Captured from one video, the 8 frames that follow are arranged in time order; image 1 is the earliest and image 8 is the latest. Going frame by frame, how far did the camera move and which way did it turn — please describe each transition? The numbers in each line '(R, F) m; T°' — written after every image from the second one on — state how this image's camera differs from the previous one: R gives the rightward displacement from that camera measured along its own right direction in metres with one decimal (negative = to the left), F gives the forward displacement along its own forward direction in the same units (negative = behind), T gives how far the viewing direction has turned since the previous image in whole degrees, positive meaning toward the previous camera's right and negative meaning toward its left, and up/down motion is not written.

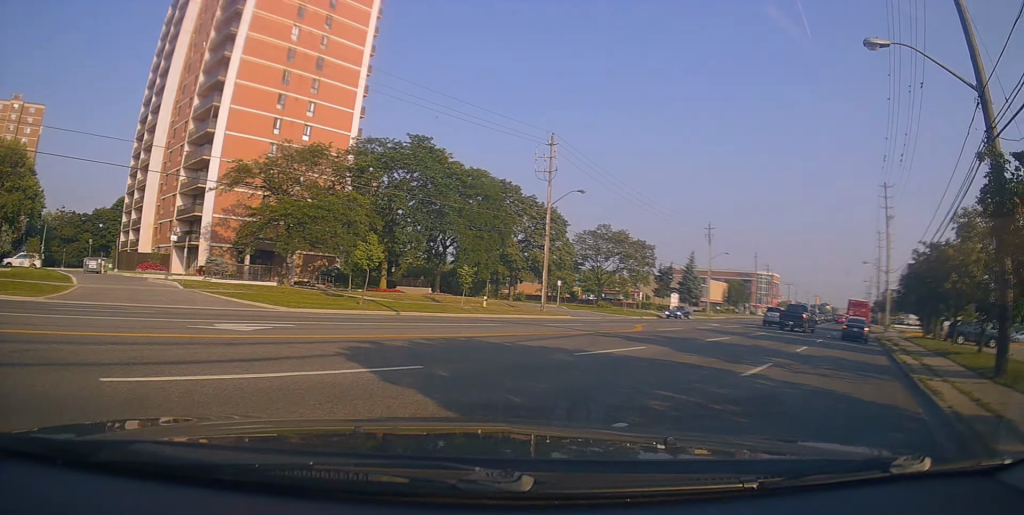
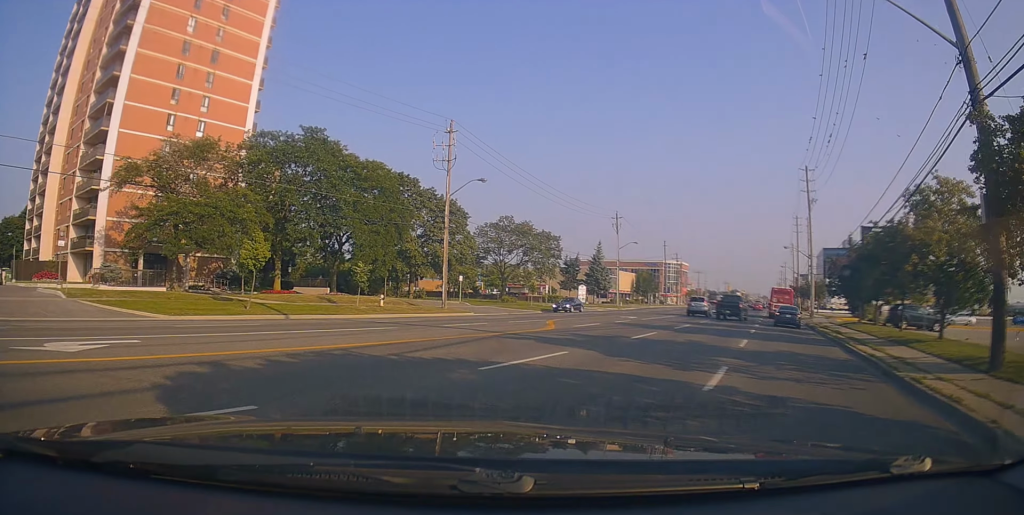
(+0.8, +3.0) m; +9°
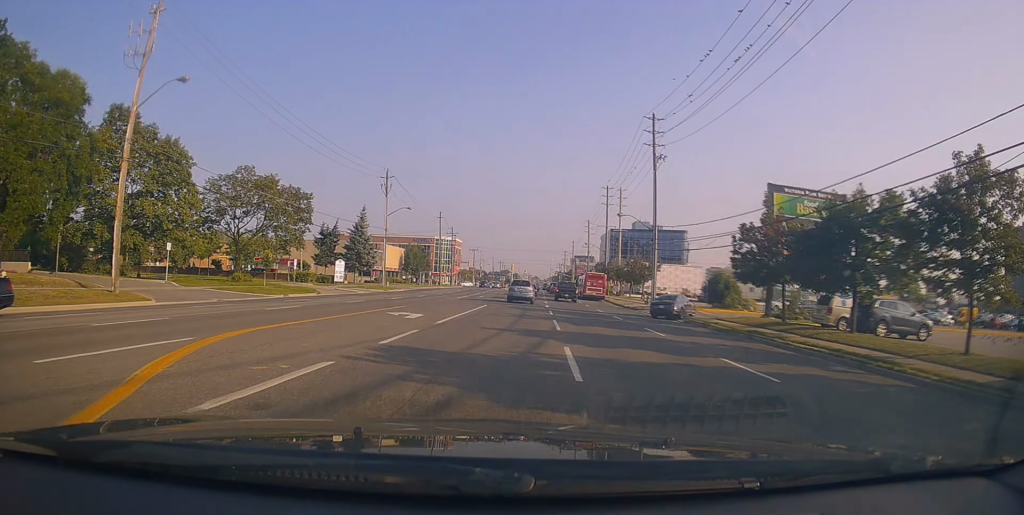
(+2.8, +18.0) m; +15°
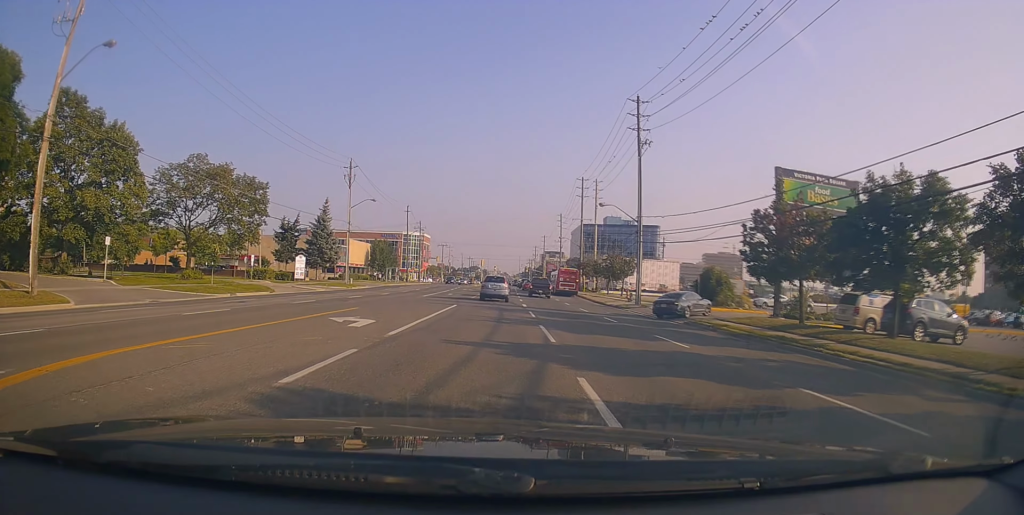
(+0.2, +4.4) m; +2°
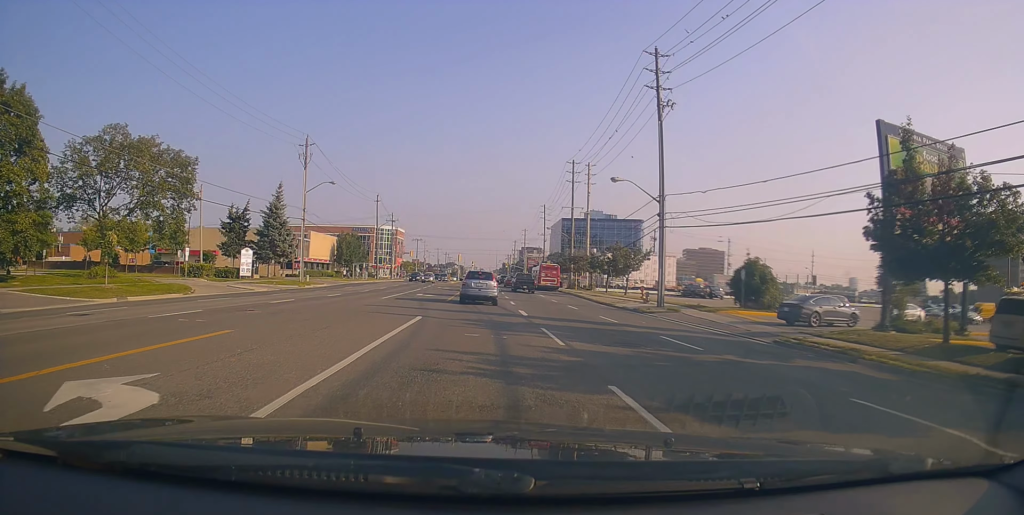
(+0.2, +10.5) m; -1°
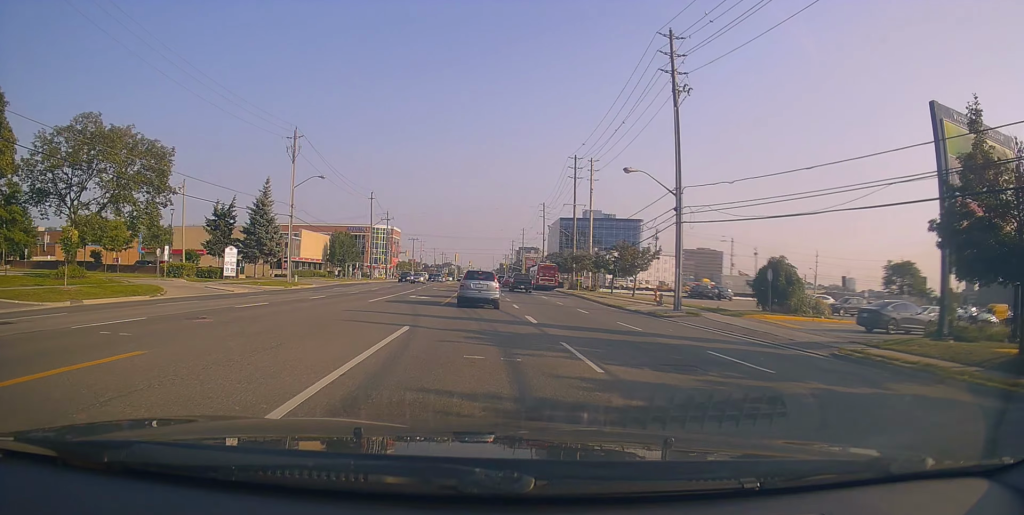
(+0.1, +3.5) m; -3°
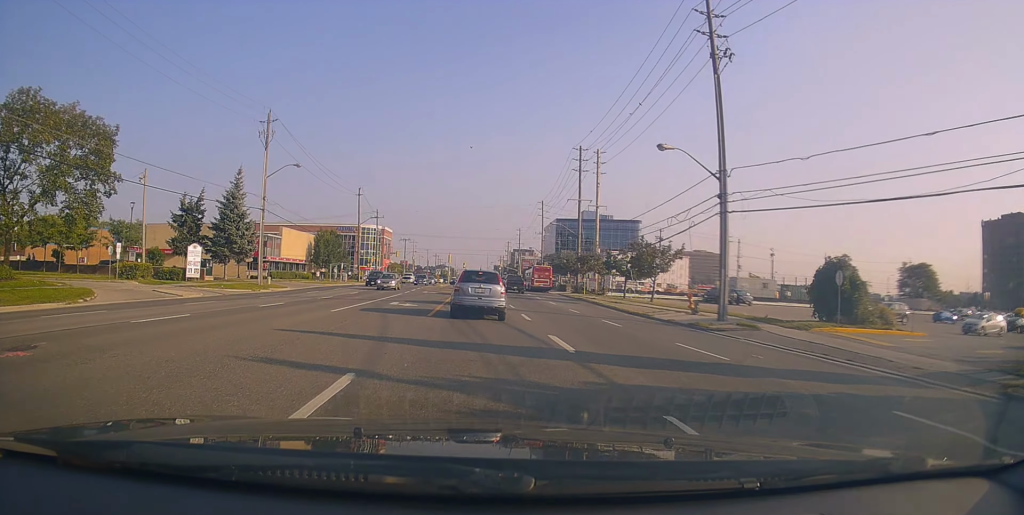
(-0.5, +6.7) m; +5°
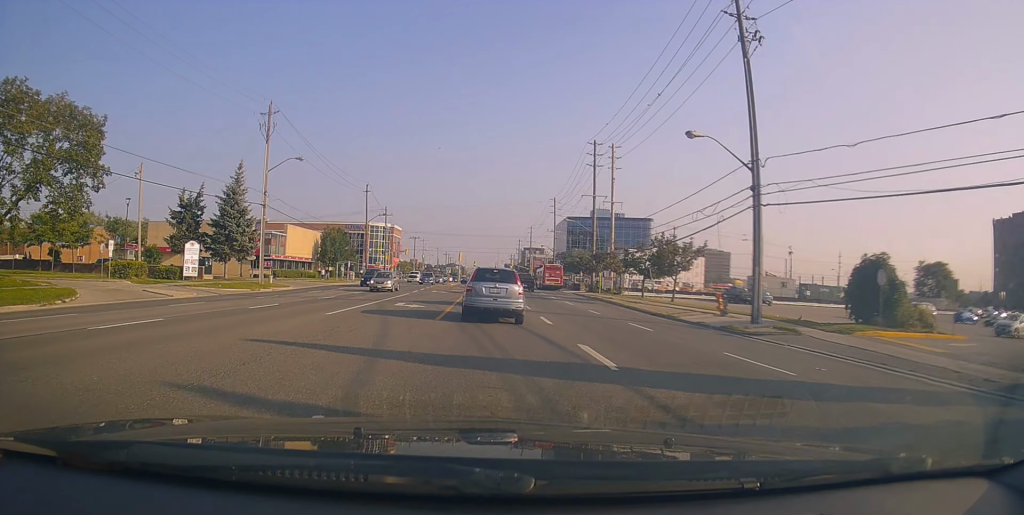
(+0.5, +2.2) m; +4°
